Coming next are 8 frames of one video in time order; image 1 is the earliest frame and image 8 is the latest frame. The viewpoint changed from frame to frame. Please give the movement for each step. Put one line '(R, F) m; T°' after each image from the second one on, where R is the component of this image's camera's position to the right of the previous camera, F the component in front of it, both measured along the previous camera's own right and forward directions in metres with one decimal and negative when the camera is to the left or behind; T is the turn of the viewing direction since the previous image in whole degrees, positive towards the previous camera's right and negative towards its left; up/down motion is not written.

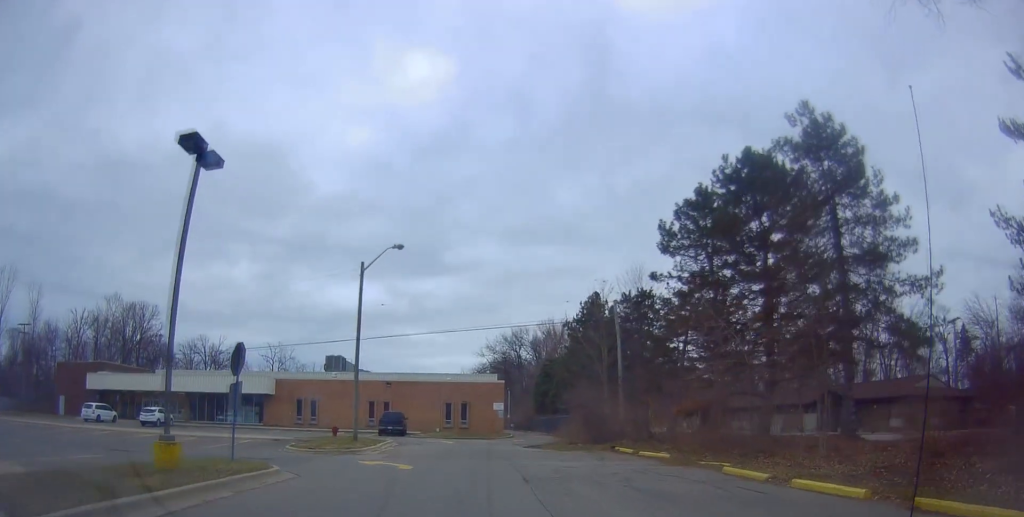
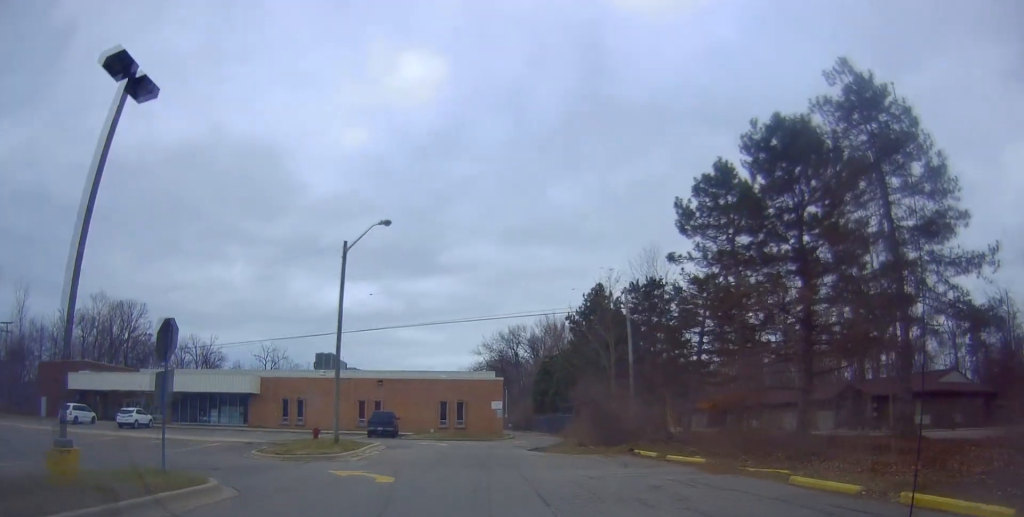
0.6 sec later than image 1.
(+0.4, +3.3) m; 0°
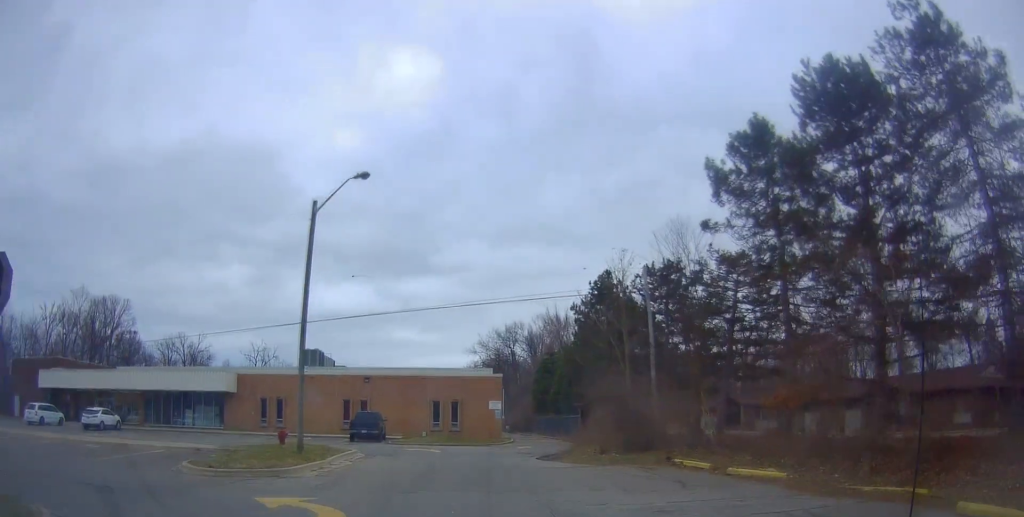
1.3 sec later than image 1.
(-0.3, +4.7) m; -4°
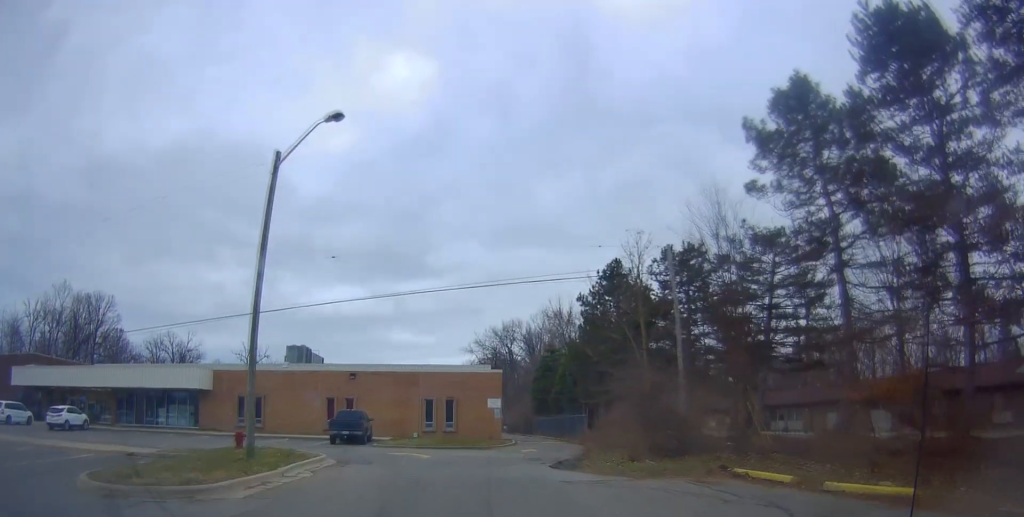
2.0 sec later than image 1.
(-0.2, +4.3) m; -3°
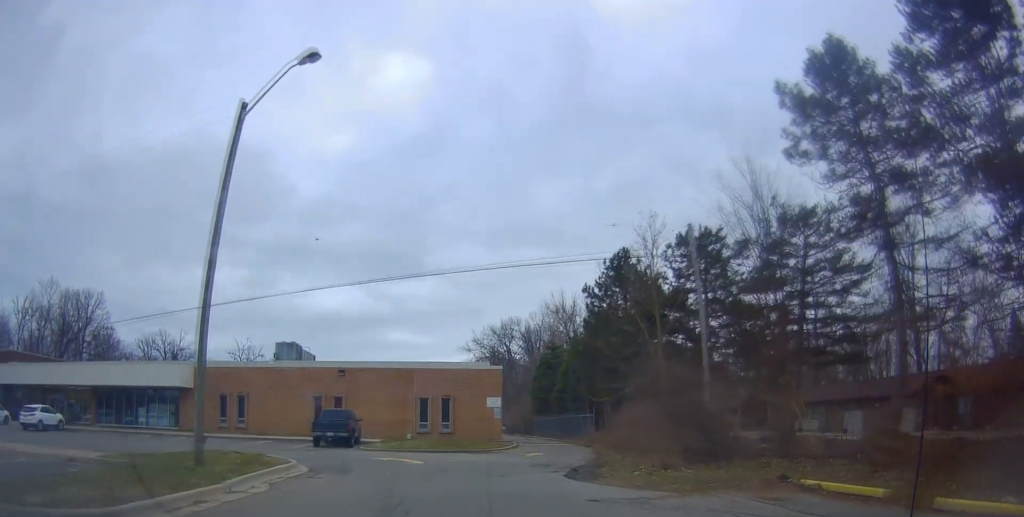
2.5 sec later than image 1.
(0.0, +3.1) m; 0°
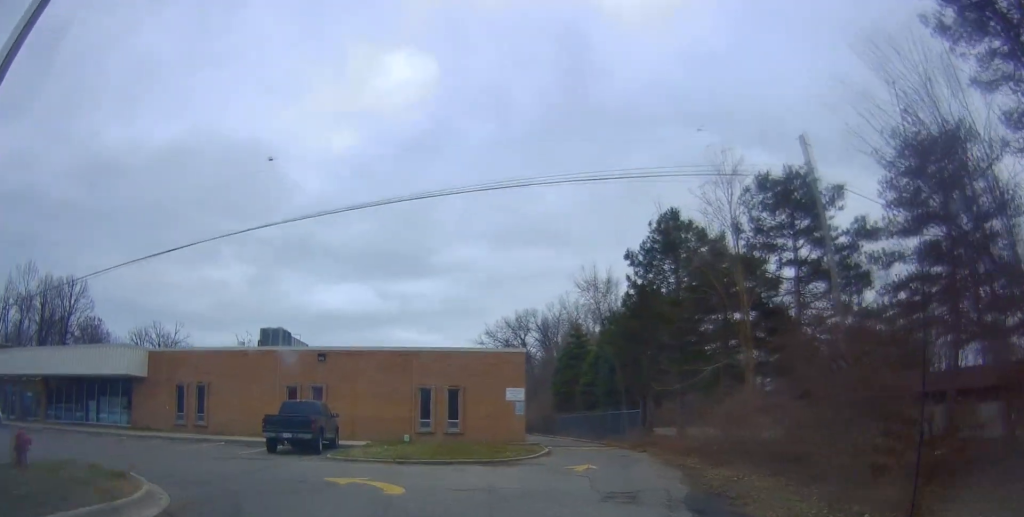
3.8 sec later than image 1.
(-0.2, +8.8) m; -7°
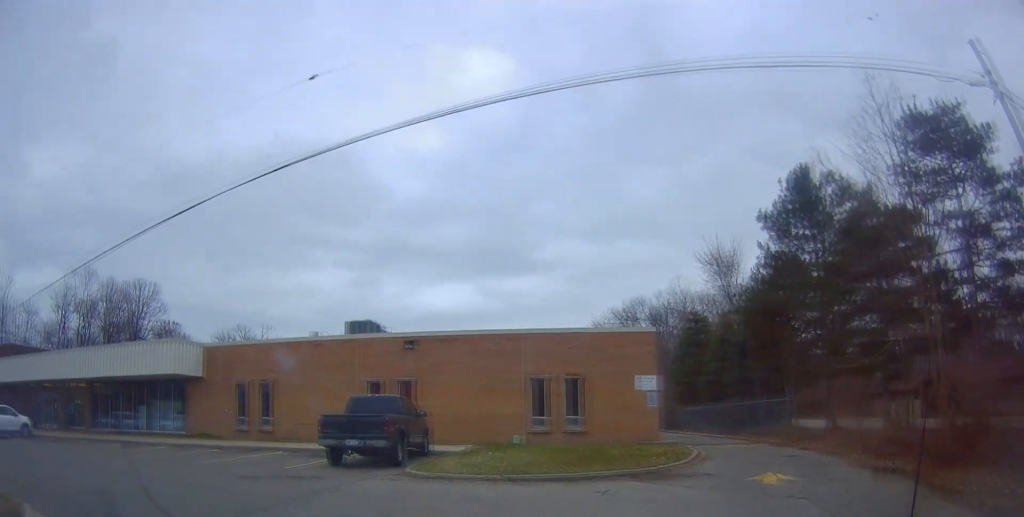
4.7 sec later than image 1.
(-0.7, +6.2) m; -1°
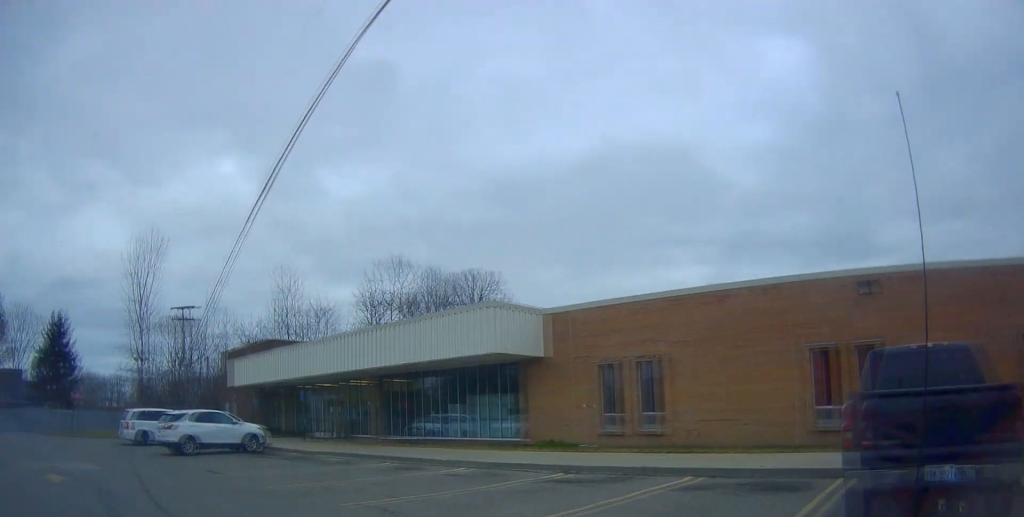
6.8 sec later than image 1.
(-0.8, +13.4) m; -26°
